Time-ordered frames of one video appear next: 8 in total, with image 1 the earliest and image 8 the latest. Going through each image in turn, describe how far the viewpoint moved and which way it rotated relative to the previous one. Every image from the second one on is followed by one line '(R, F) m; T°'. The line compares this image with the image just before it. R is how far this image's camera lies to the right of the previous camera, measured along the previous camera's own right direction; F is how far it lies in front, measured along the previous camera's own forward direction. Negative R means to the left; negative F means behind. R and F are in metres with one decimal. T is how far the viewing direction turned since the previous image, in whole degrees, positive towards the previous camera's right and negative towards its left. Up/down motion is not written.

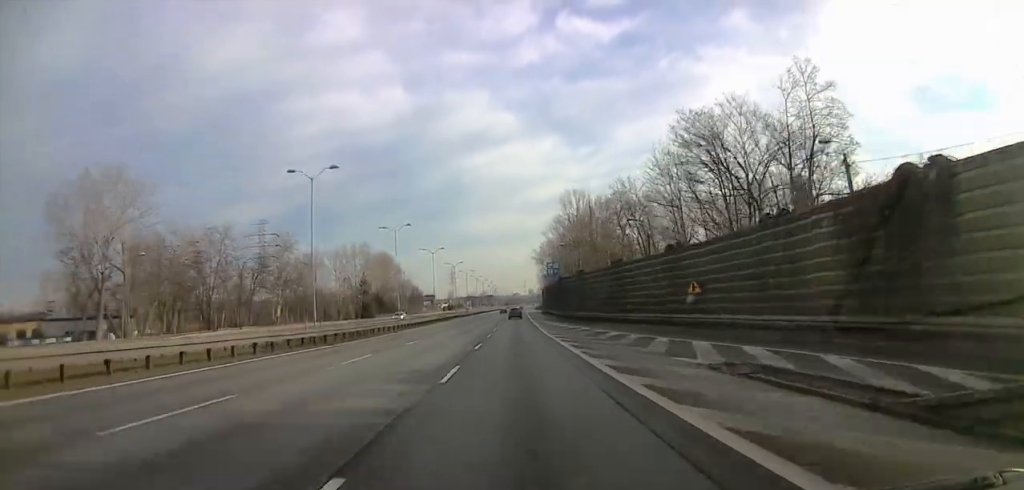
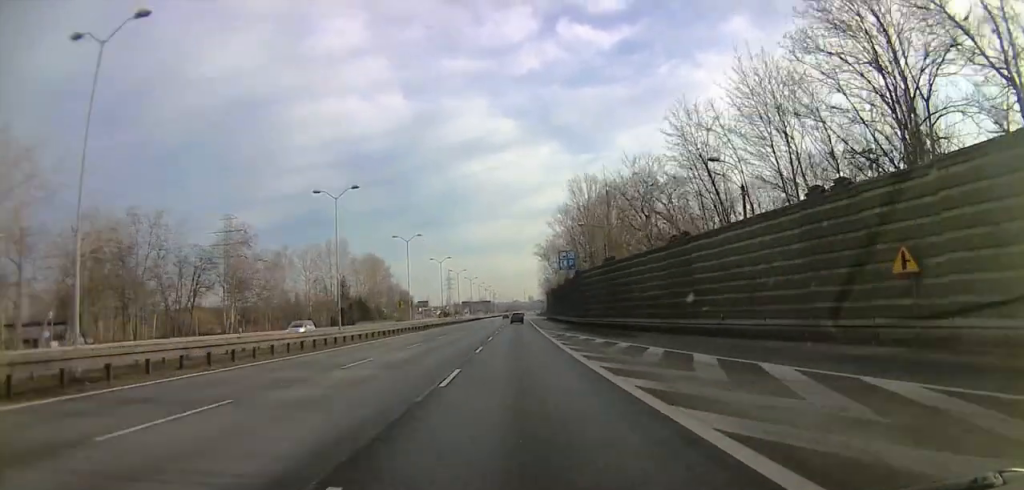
(-0.3, +23.6) m; -1°
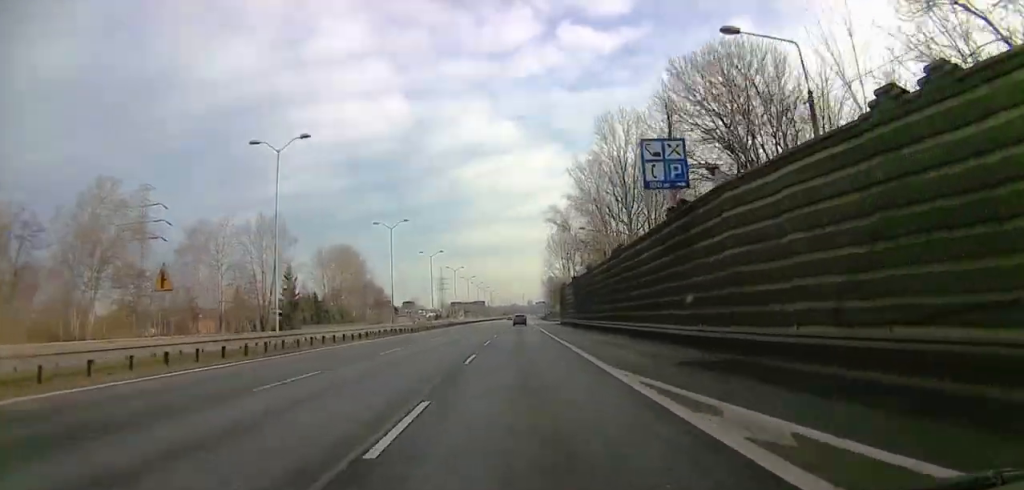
(+0.8, +42.3) m; +1°
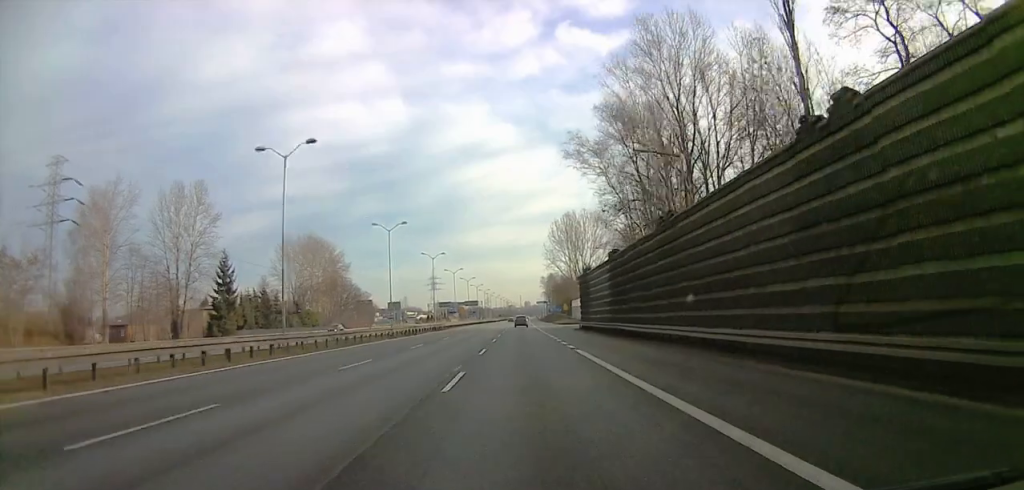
(-0.7, +29.7) m; 0°
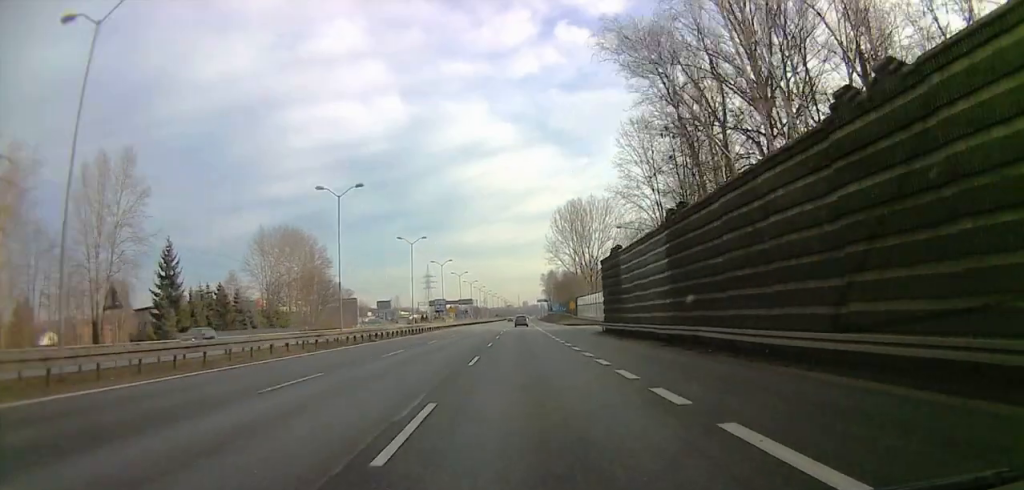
(+0.9, +17.8) m; -1°
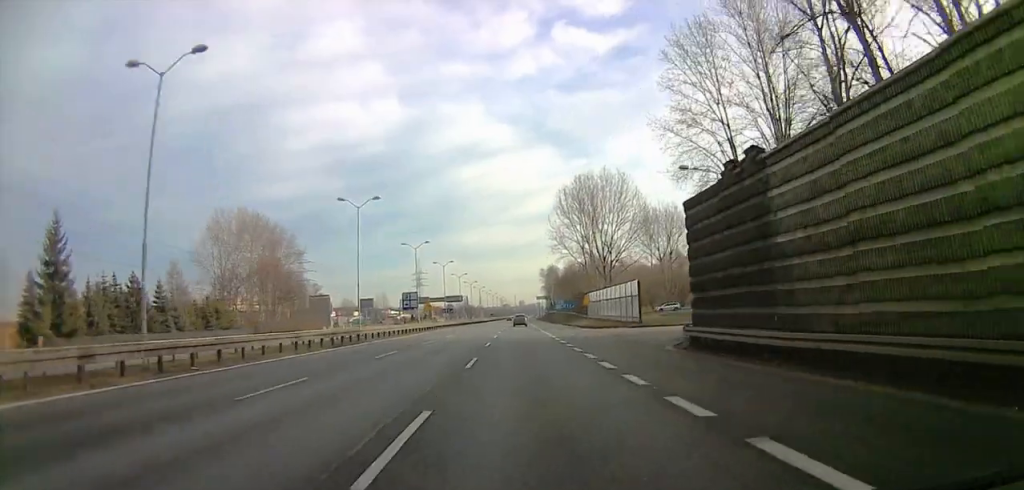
(-1.7, +24.5) m; 0°
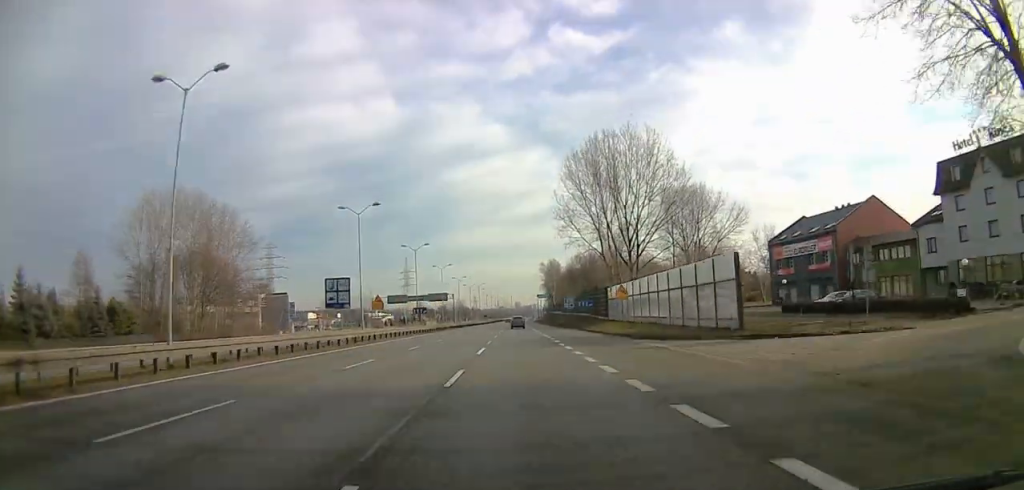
(+1.8, +27.9) m; +1°
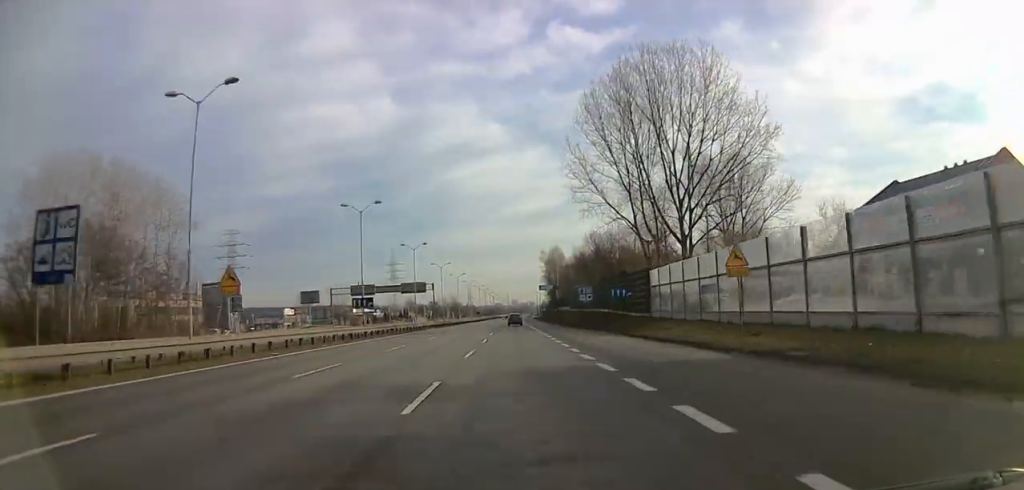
(-0.9, +28.8) m; +1°
